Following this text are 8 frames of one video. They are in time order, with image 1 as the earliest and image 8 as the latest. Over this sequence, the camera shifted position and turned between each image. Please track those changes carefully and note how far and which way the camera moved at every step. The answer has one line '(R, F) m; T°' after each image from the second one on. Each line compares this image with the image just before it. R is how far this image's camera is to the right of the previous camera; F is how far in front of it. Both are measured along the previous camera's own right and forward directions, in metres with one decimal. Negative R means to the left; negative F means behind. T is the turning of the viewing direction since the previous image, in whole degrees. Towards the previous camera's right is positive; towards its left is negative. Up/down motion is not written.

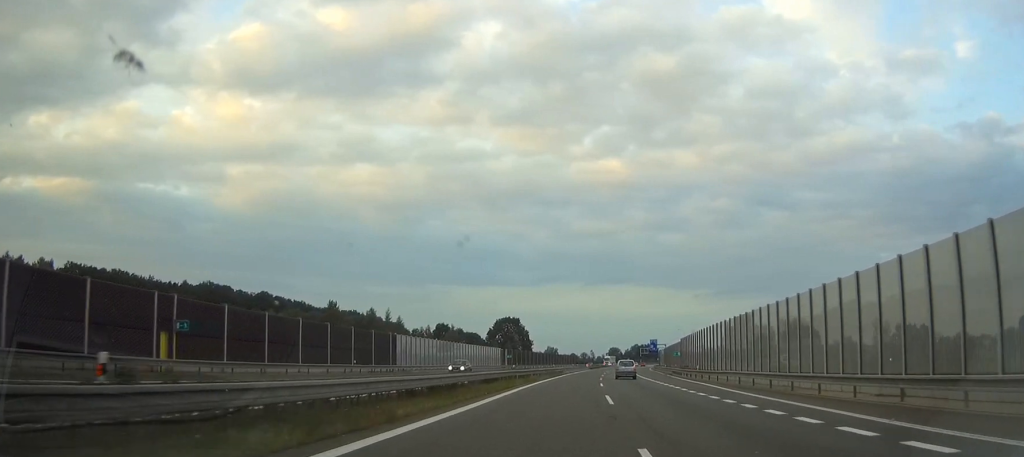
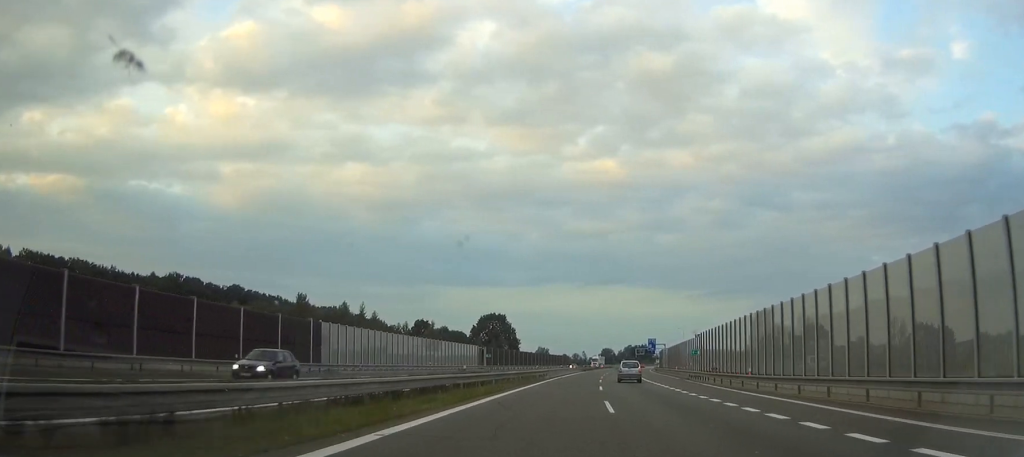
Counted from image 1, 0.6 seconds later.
(+0.1, +21.3) m; +1°
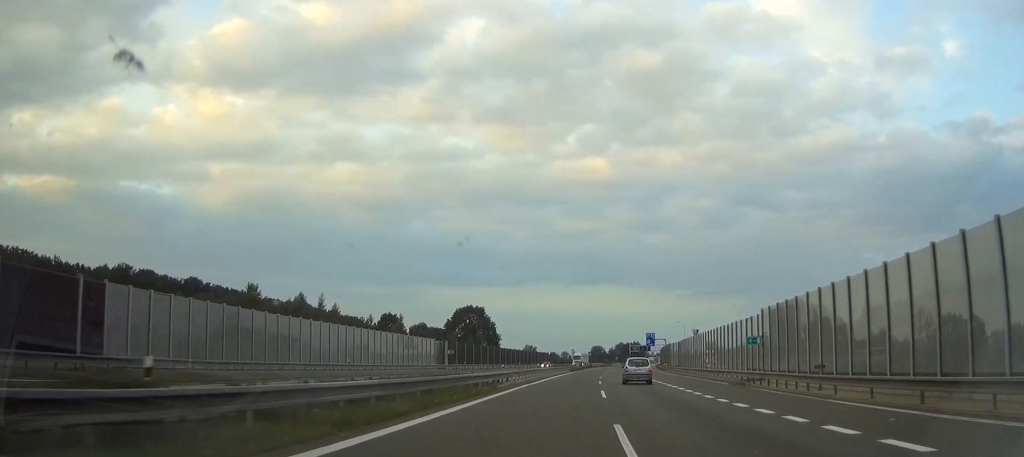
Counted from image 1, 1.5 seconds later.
(+0.2, +28.4) m; +1°
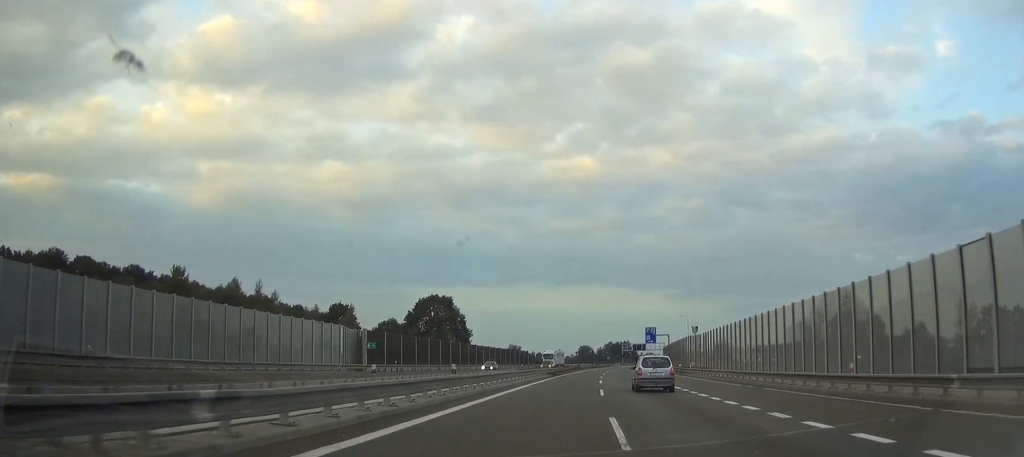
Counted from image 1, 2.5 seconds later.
(+0.3, +34.3) m; +1°
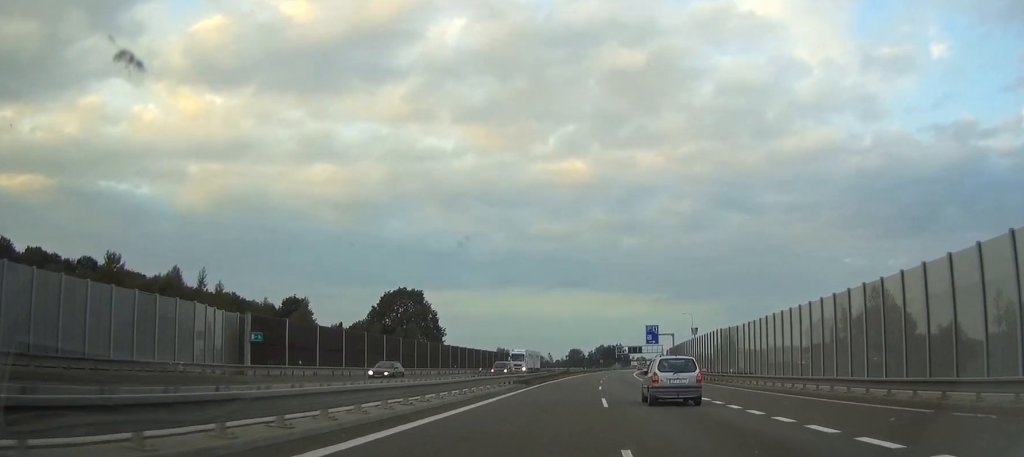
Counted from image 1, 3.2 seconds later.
(+0.1, +24.1) m; +1°
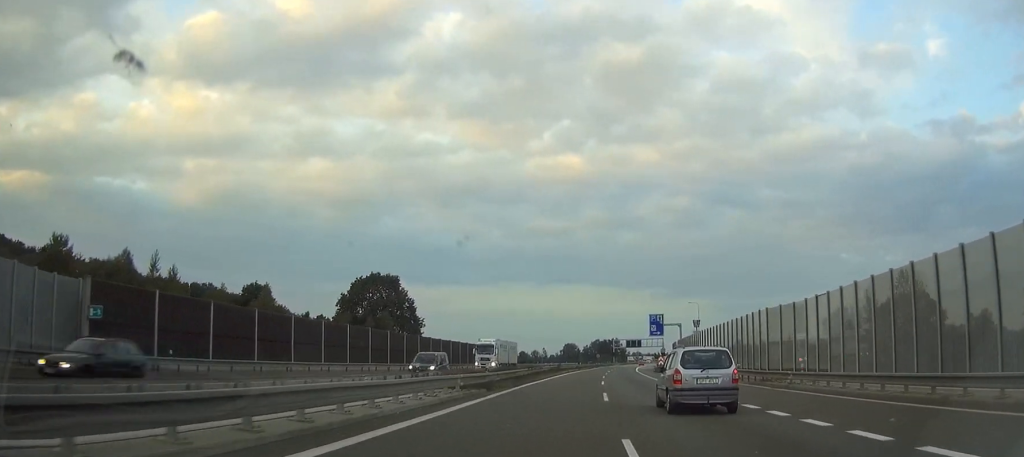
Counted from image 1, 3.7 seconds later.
(+0.1, +17.3) m; +1°
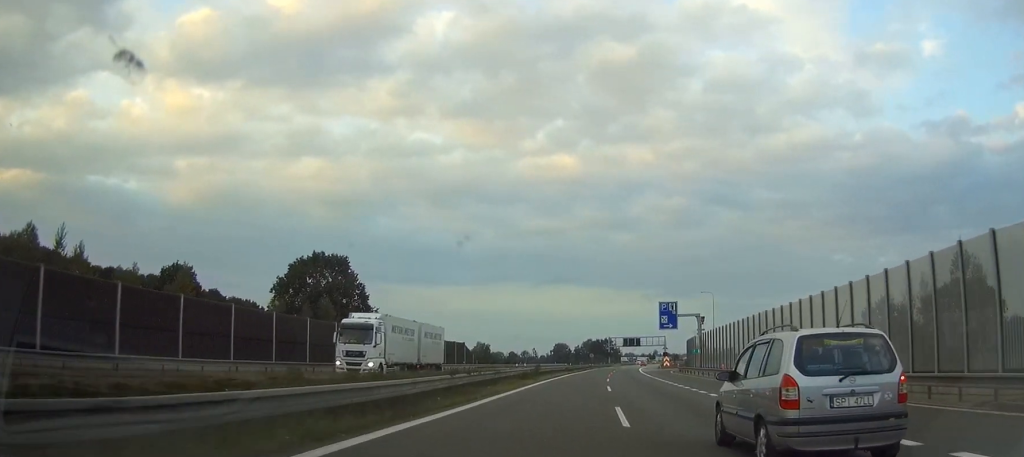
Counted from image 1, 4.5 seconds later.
(+0.2, +27.7) m; +1°
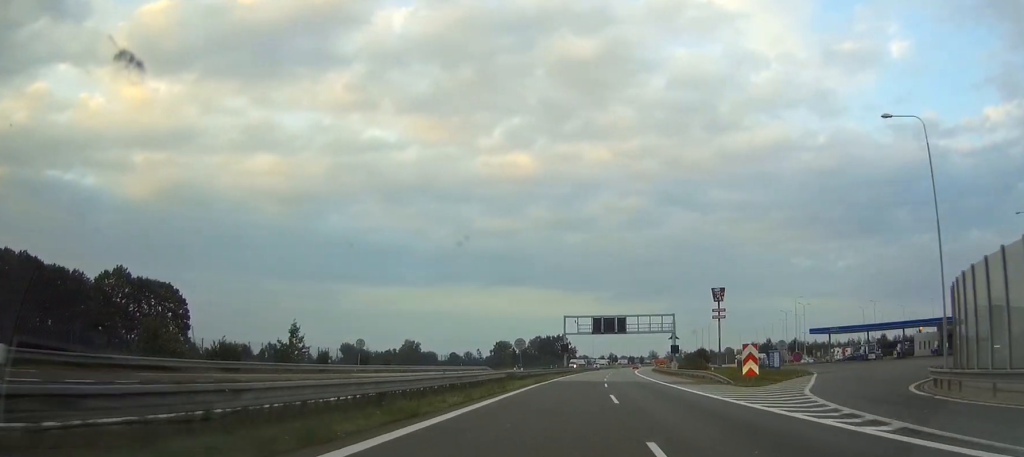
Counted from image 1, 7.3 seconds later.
(+5.9, +100.7) m; +8°
